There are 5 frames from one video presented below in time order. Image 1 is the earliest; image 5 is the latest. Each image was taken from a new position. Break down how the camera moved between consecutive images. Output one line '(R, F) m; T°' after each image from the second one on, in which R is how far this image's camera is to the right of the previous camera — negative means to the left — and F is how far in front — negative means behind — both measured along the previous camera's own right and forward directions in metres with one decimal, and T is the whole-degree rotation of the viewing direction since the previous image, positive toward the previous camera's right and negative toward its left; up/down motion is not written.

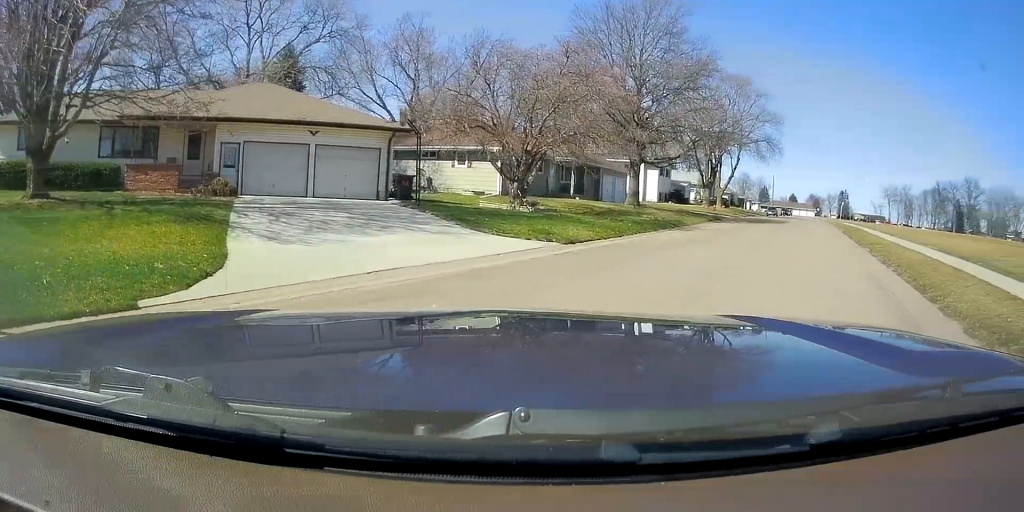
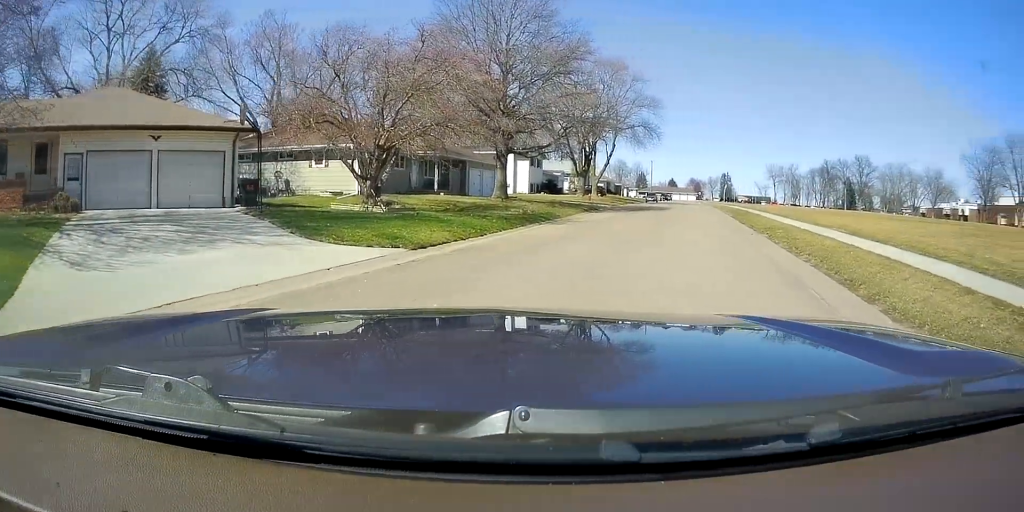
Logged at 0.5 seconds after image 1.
(+0.3, +2.0) m; +16°
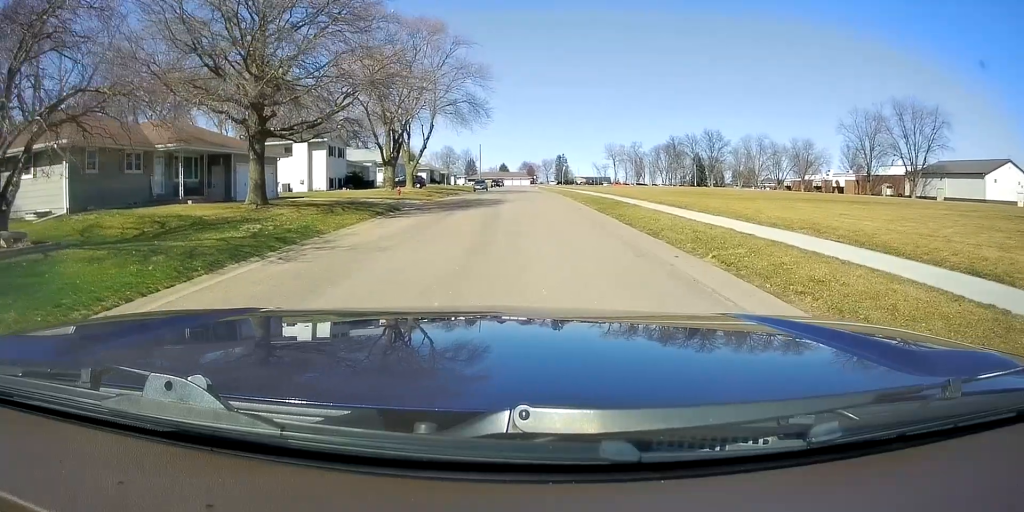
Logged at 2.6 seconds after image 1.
(+2.8, +10.8) m; +16°
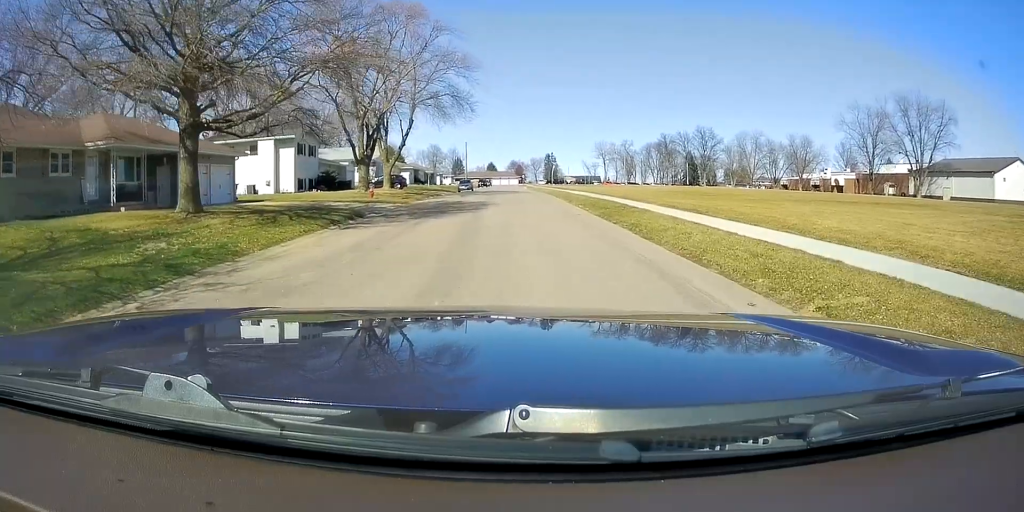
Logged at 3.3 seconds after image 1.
(0.0, +4.8) m; 0°
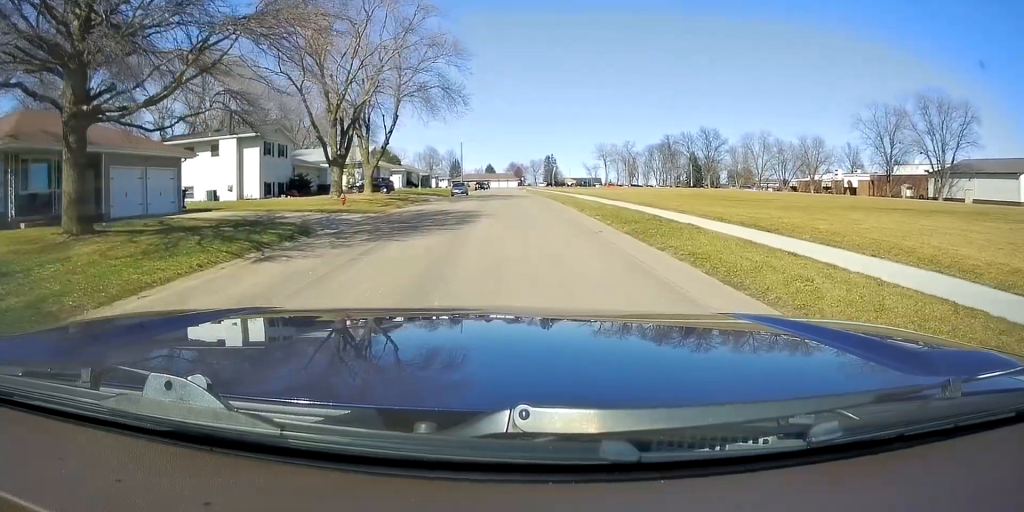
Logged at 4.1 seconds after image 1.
(0.0, +6.3) m; 0°
